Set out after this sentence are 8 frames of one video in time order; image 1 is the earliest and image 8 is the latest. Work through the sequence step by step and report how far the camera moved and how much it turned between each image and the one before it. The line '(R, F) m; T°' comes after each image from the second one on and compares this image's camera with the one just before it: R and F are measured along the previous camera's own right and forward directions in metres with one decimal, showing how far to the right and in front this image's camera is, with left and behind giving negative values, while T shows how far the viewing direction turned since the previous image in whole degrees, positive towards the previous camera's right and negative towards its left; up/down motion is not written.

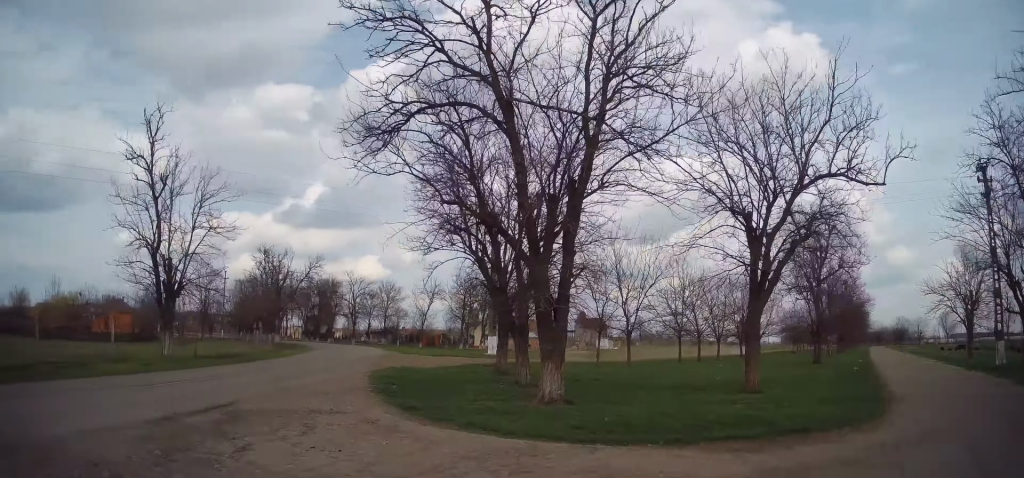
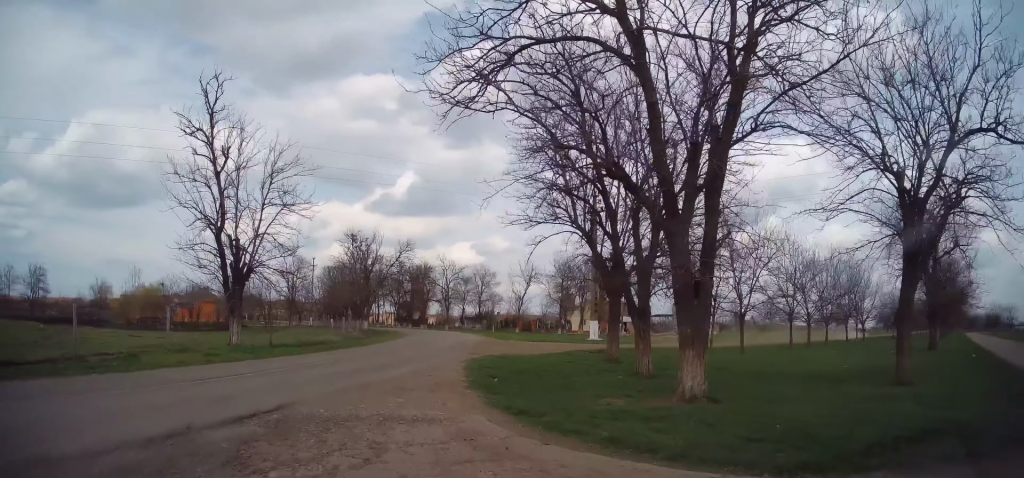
(-0.3, +2.3) m; -11°
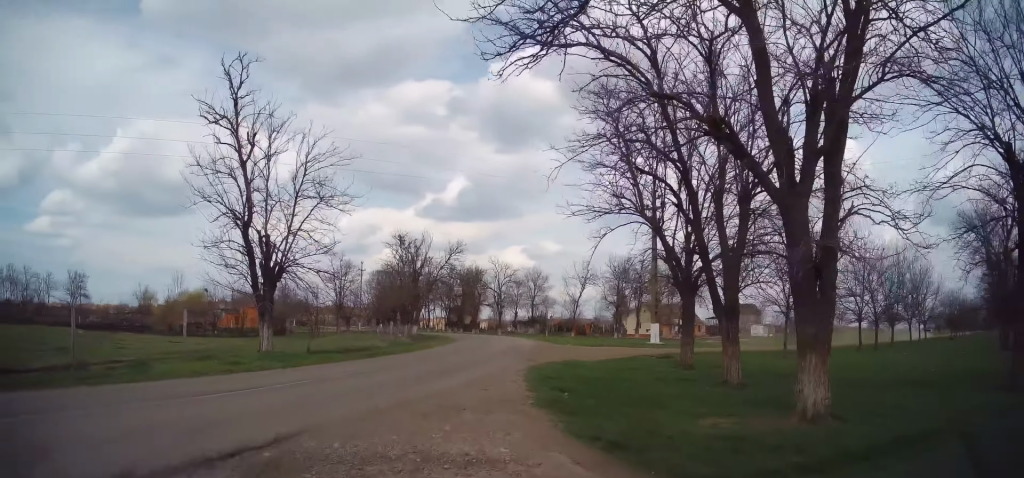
(-0.2, +2.3) m; -5°
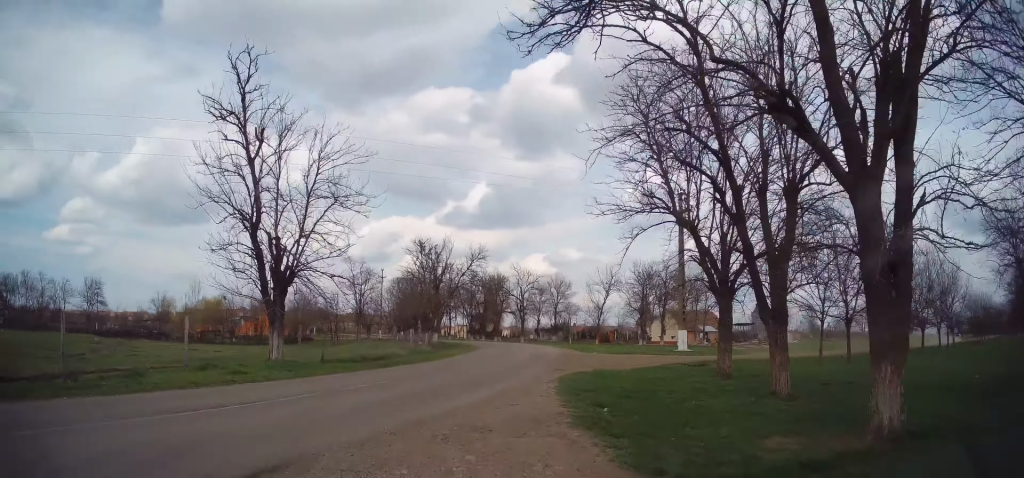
(0.0, +1.4) m; -3°
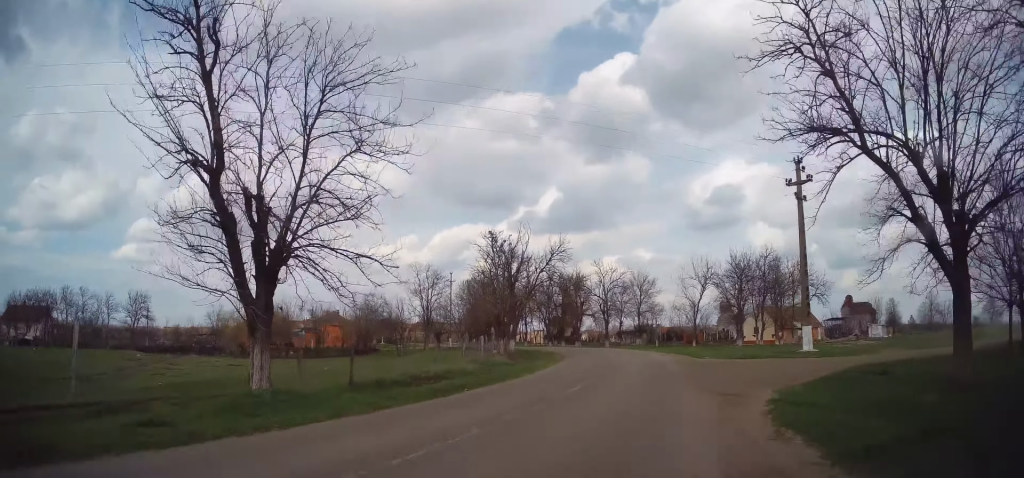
(-0.9, +7.4) m; -9°
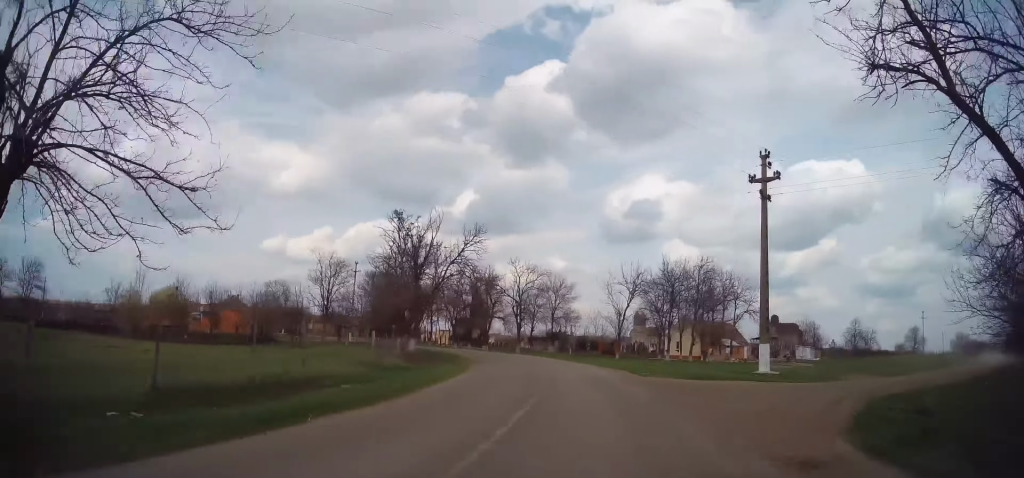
(+0.3, +5.4) m; +9°
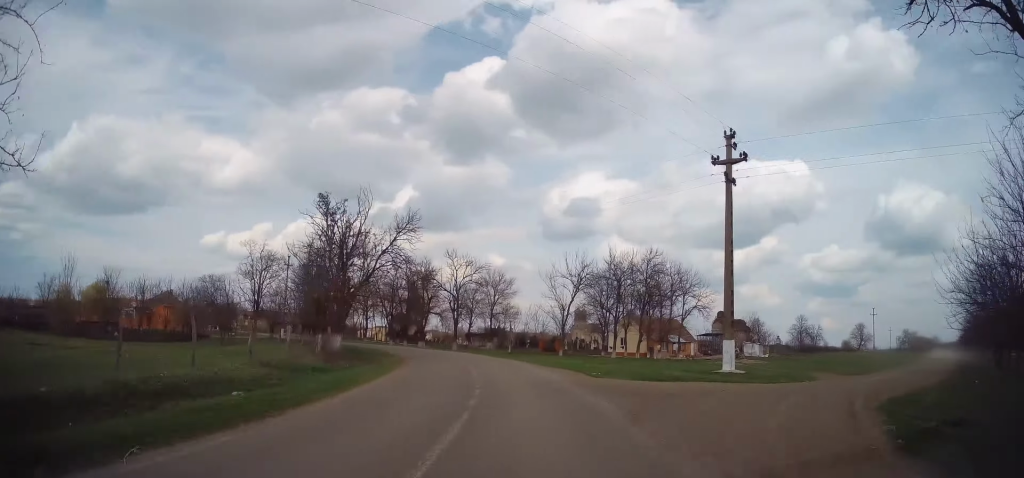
(+0.1, +2.8) m; +5°
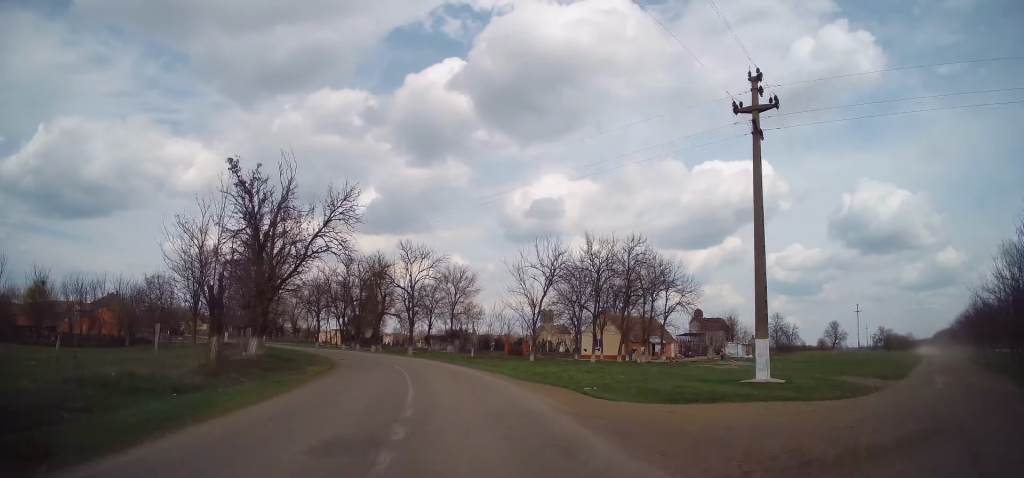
(+0.4, +7.1) m; +5°
